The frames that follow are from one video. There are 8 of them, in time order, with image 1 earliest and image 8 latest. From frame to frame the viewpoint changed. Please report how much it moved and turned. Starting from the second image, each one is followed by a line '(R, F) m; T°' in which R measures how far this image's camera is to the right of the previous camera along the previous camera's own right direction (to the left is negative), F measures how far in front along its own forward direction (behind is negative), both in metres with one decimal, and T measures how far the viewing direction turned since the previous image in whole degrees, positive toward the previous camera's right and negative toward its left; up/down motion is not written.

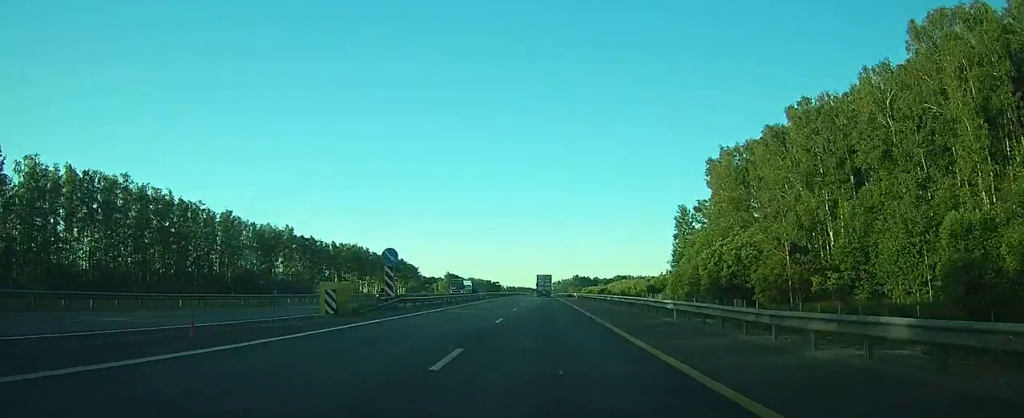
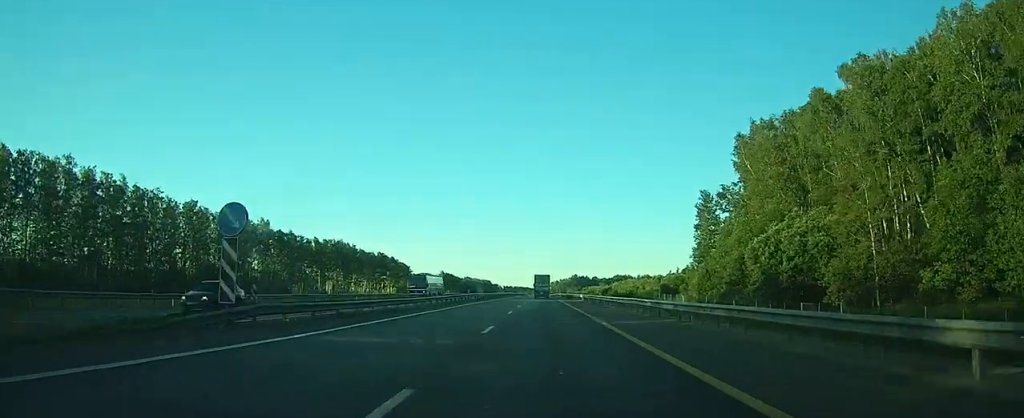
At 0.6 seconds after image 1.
(0.0, +16.6) m; 0°
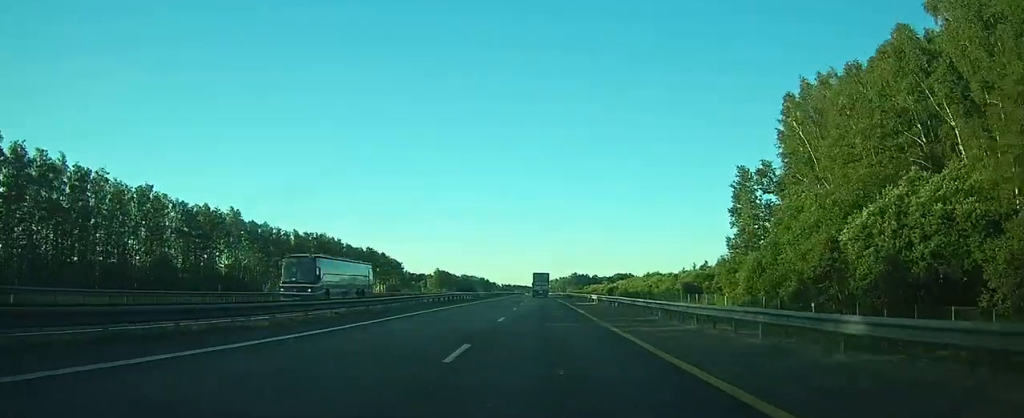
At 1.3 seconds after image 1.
(0.0, +18.2) m; 0°
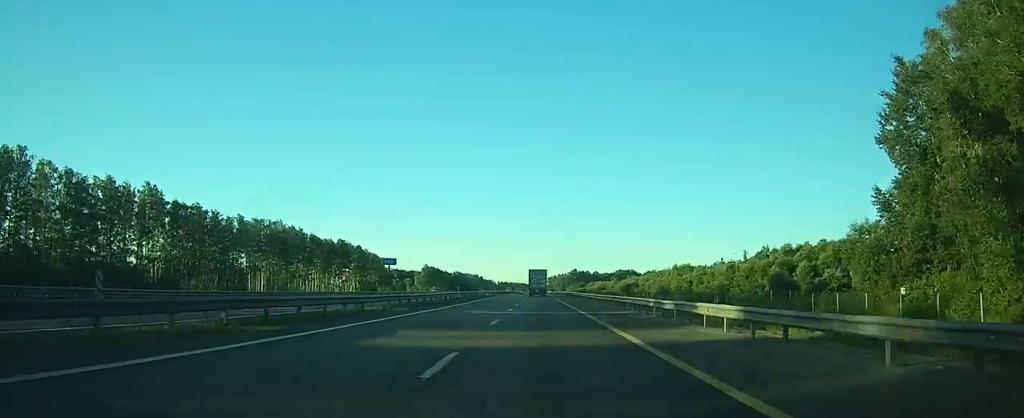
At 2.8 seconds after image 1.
(0.0, +37.2) m; 0°
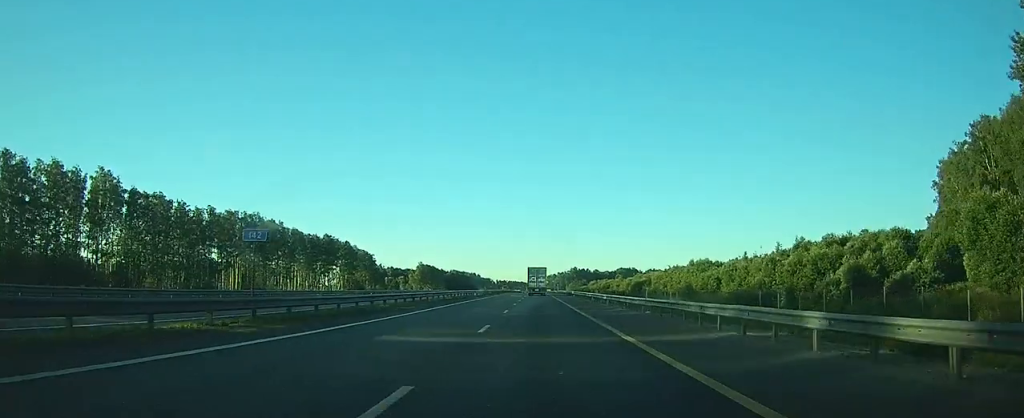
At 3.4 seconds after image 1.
(0.0, +15.5) m; 0°
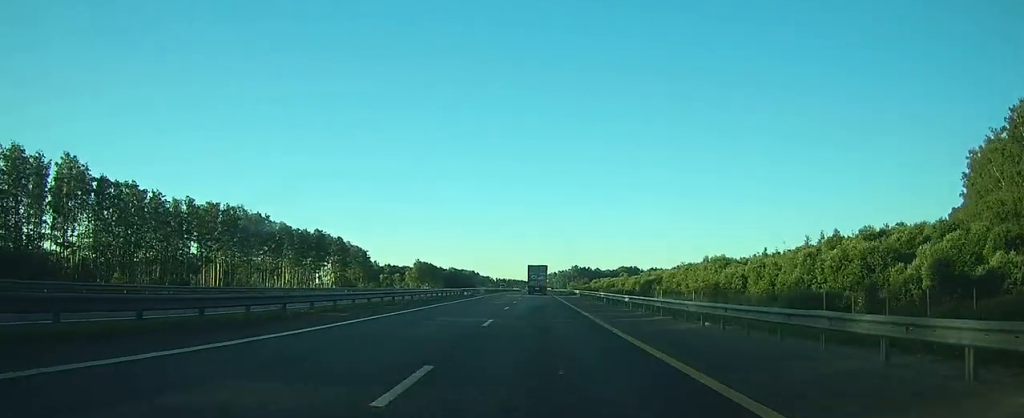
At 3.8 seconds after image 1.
(0.0, +10.3) m; 0°
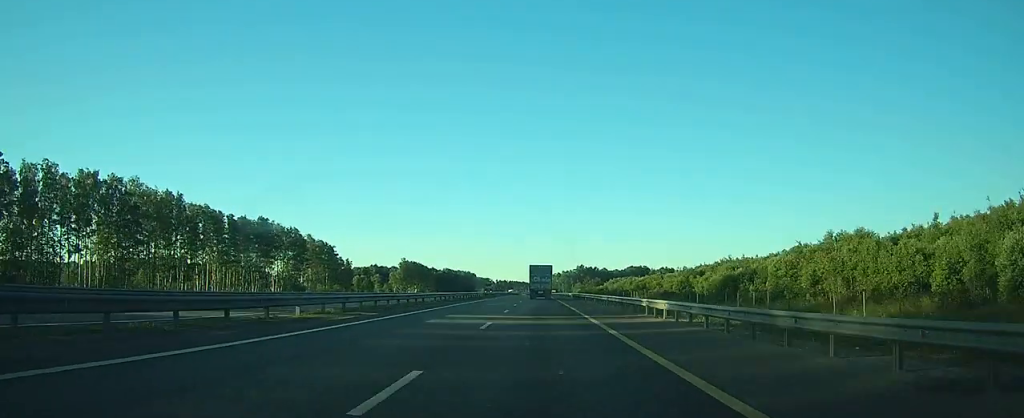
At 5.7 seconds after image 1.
(+0.1, +48.4) m; 0°
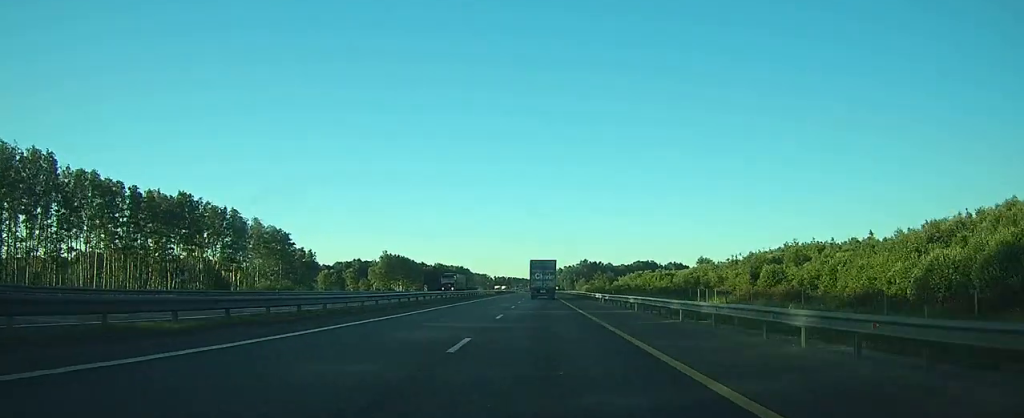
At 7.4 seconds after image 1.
(+0.1, +43.0) m; 0°
